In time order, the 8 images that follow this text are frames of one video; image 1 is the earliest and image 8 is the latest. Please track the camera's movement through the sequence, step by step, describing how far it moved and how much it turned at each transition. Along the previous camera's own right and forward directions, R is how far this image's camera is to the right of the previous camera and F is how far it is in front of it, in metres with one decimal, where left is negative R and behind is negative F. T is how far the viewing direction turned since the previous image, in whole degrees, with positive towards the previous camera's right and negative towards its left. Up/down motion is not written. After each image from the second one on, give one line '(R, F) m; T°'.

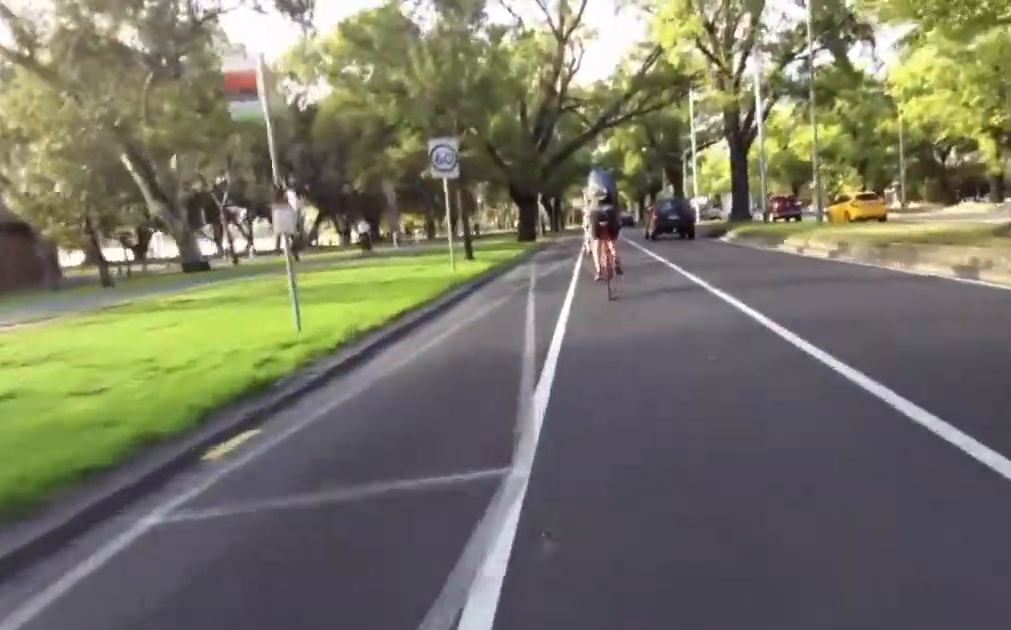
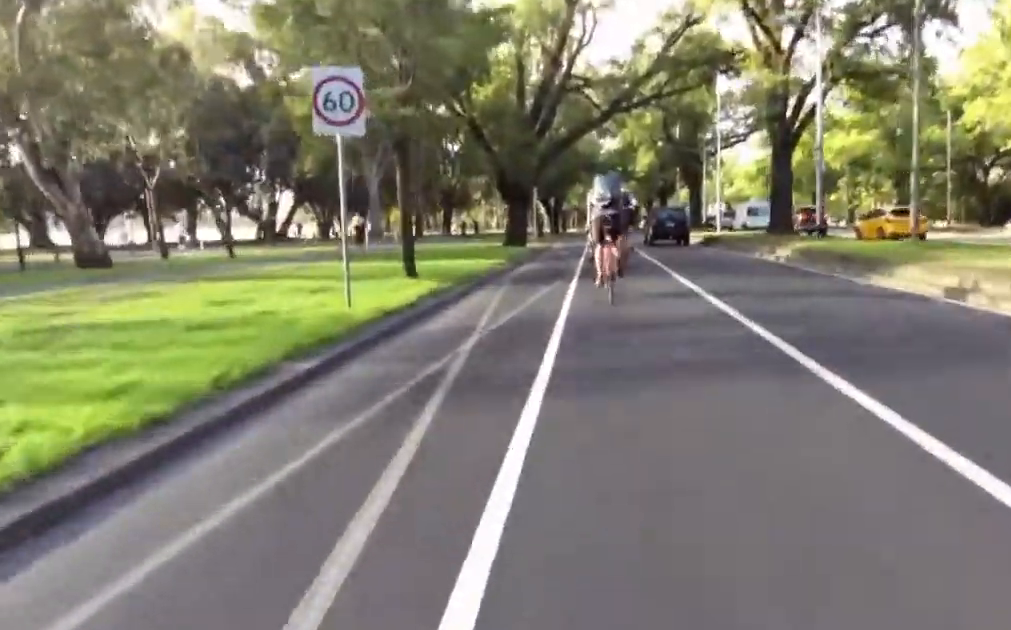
(-0.1, +7.2) m; +2°
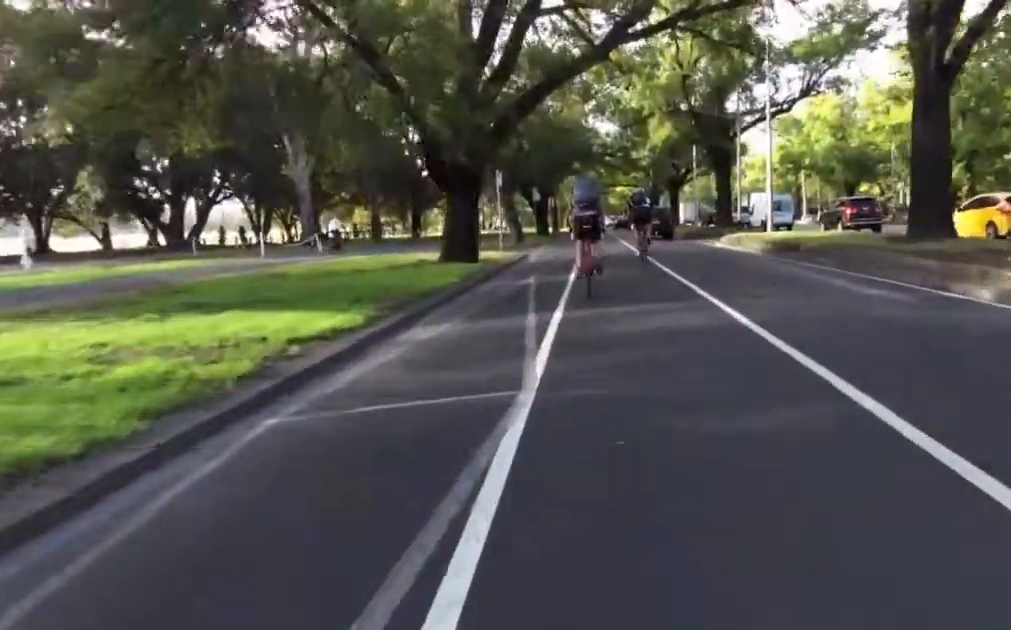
(+0.6, +13.3) m; +3°
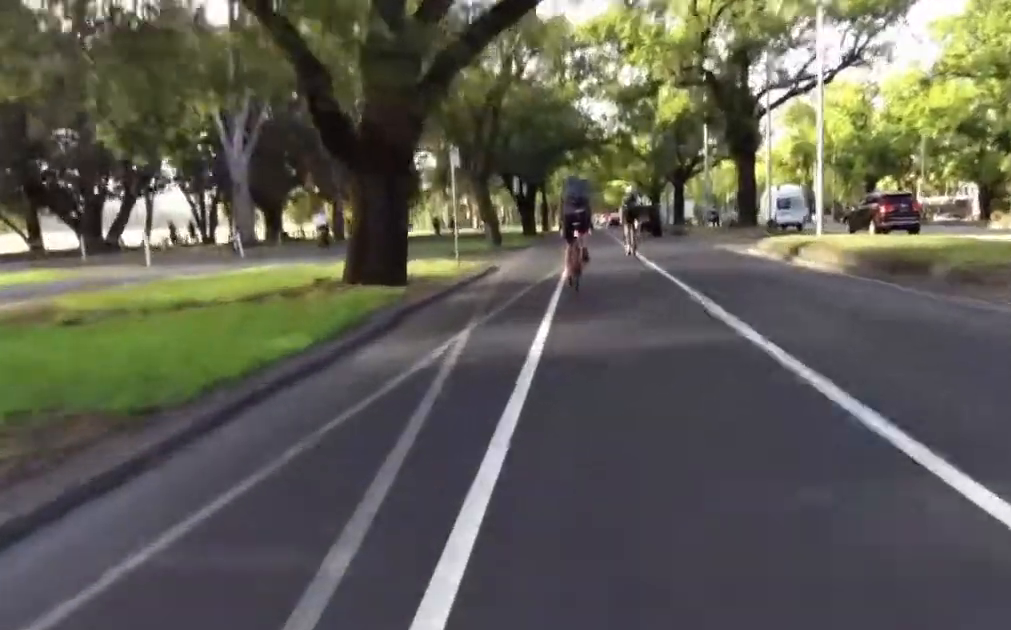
(0.0, +7.4) m; 0°
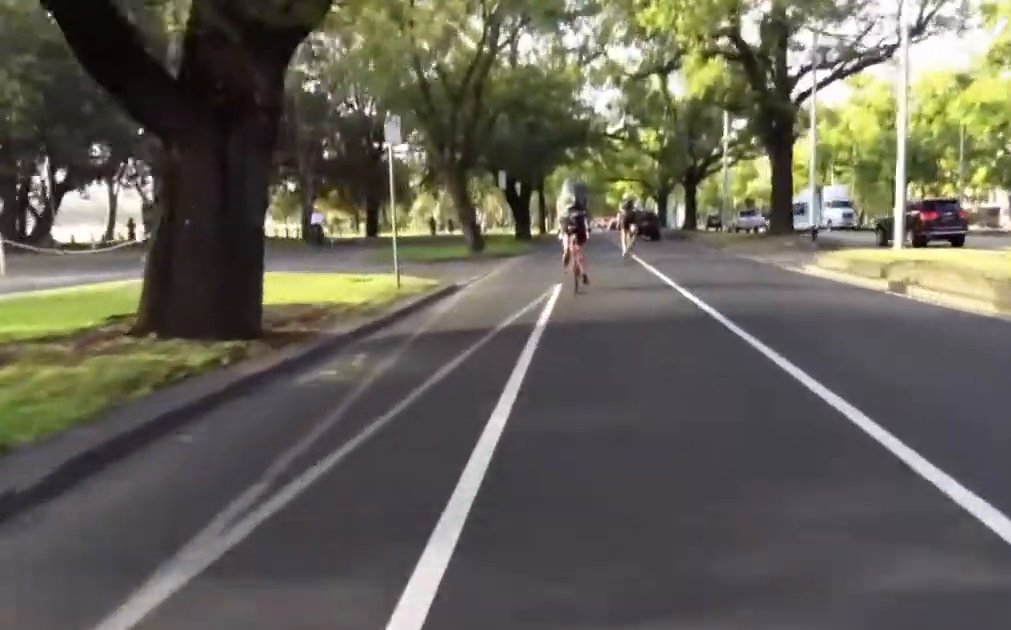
(0.0, +5.9) m; +1°
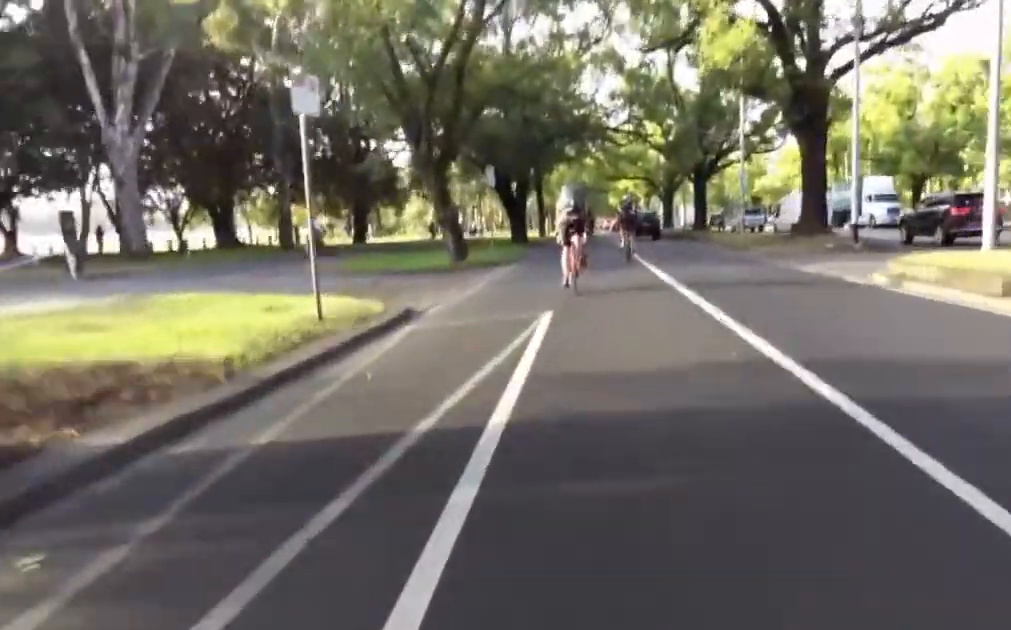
(0.0, +3.9) m; 0°
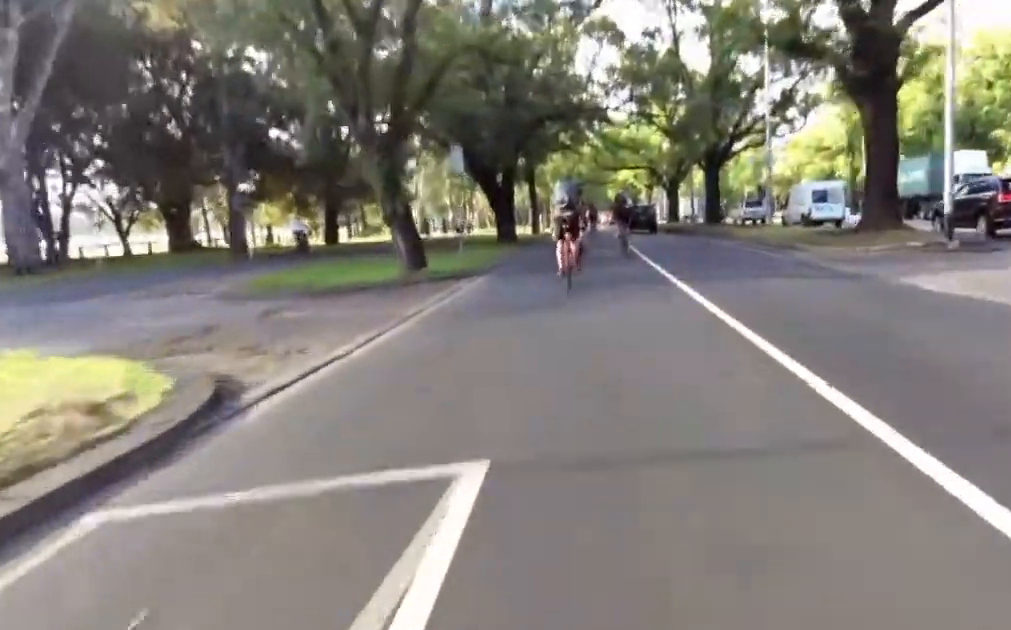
(+0.1, +5.8) m; 0°
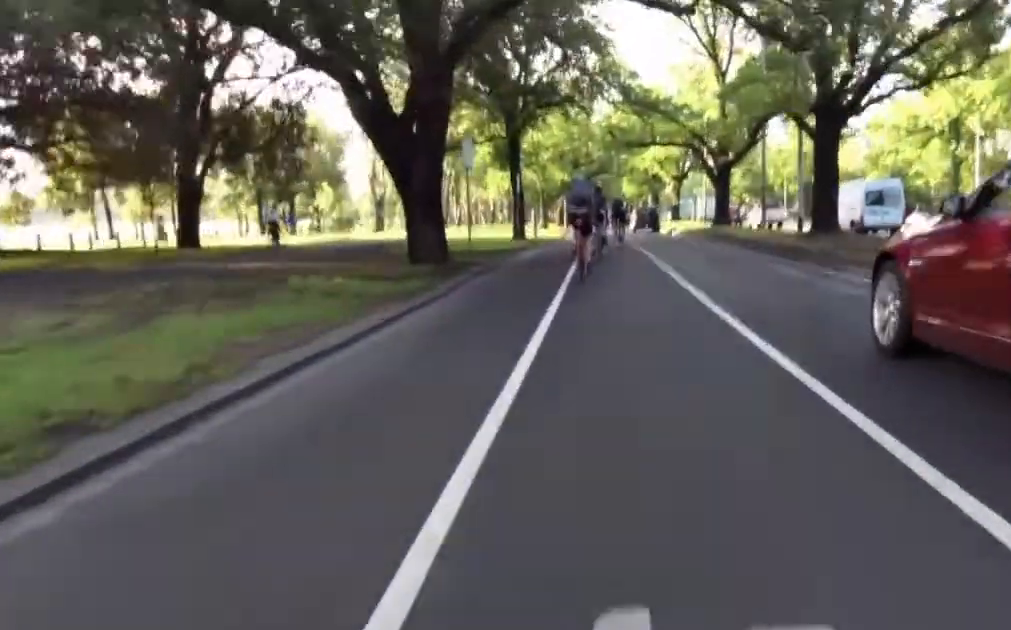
(-0.8, +19.8) m; 0°
